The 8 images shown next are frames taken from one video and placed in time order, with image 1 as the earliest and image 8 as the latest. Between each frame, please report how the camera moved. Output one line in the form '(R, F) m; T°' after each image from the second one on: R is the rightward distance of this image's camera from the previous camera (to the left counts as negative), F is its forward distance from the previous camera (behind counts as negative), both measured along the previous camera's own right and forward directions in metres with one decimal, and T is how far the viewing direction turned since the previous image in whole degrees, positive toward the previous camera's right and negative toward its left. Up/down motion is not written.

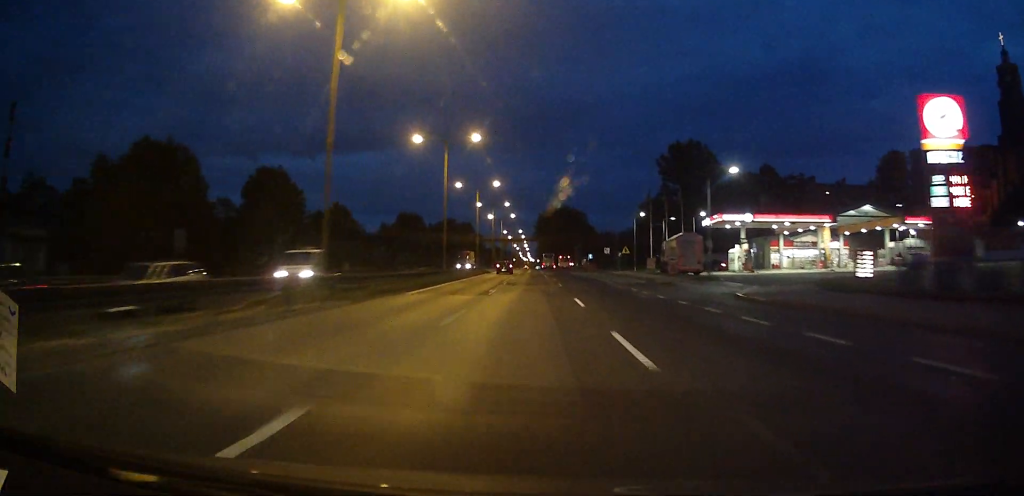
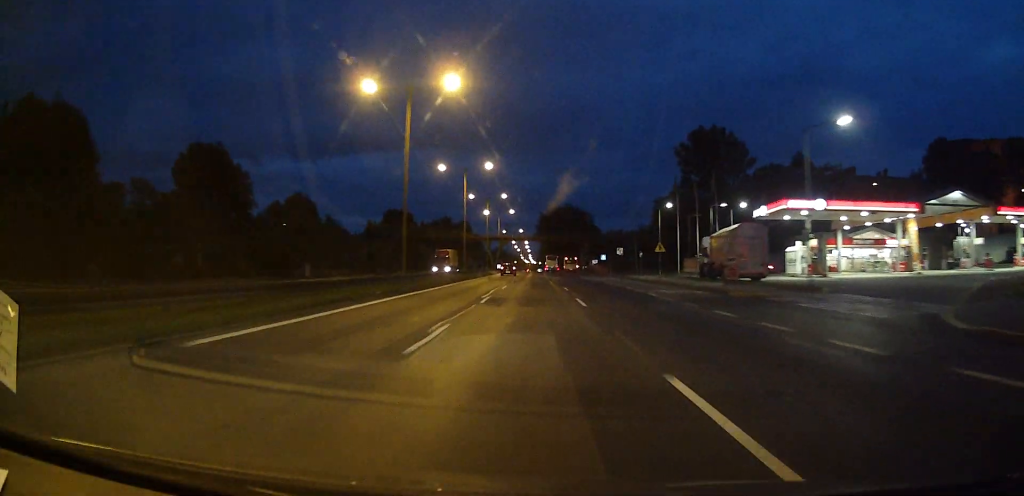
(+0.1, +16.7) m; 0°
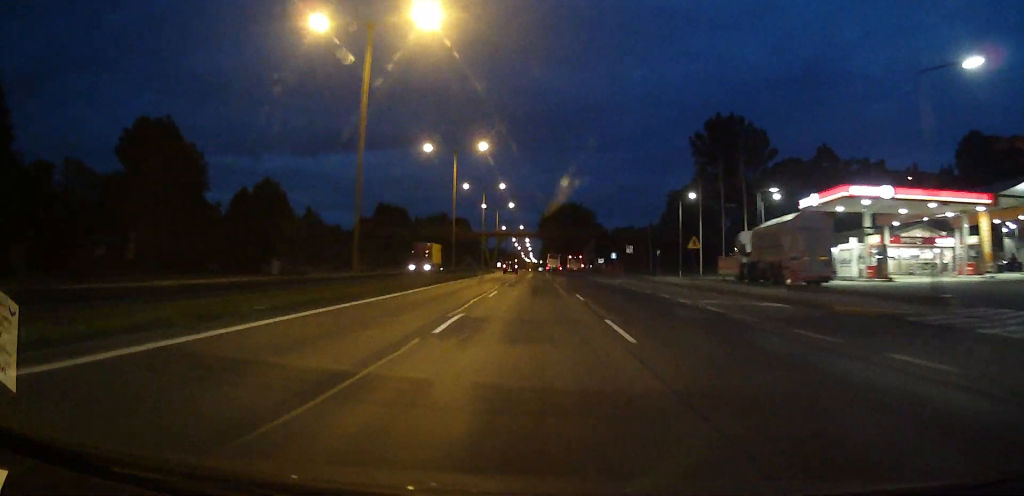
(+0.1, +9.9) m; 0°
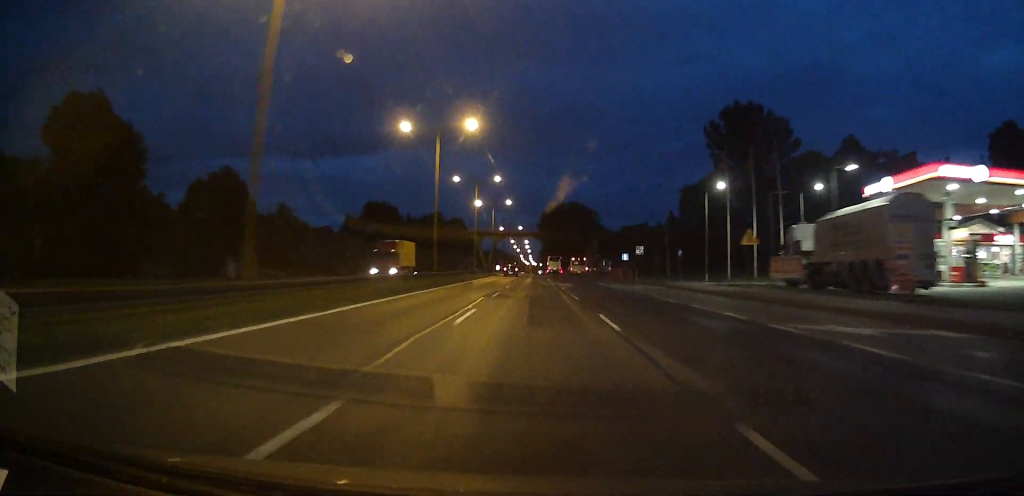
(0.0, +9.9) m; 0°
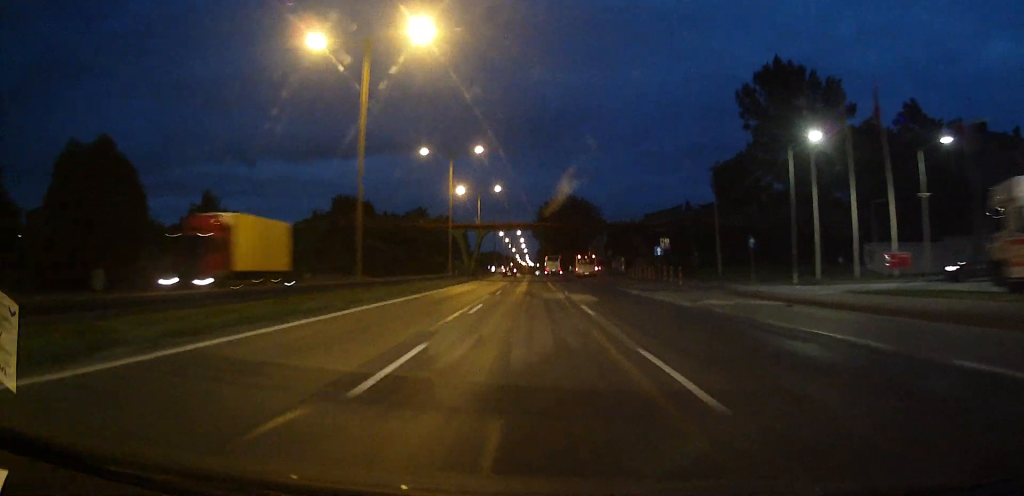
(-0.2, +19.1) m; -1°
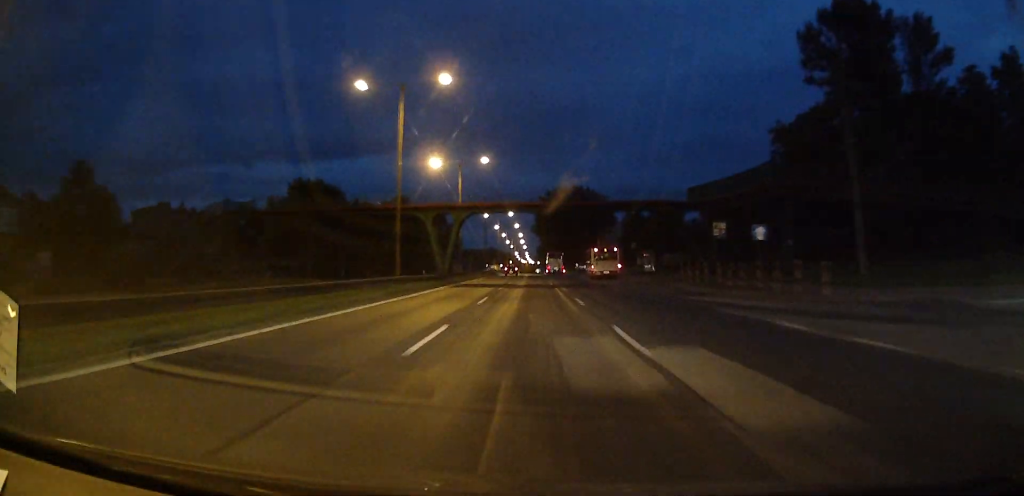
(0.0, +20.8) m; -1°
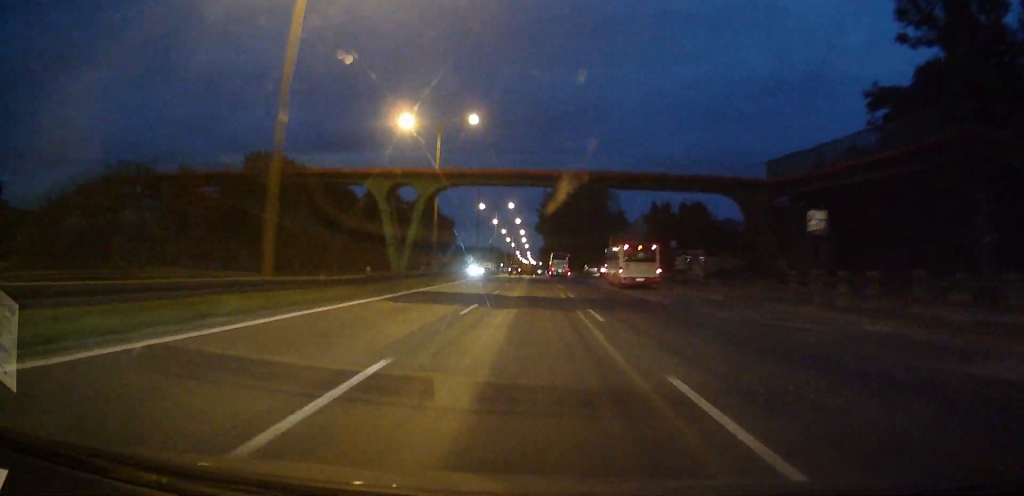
(-0.2, +17.1) m; 0°
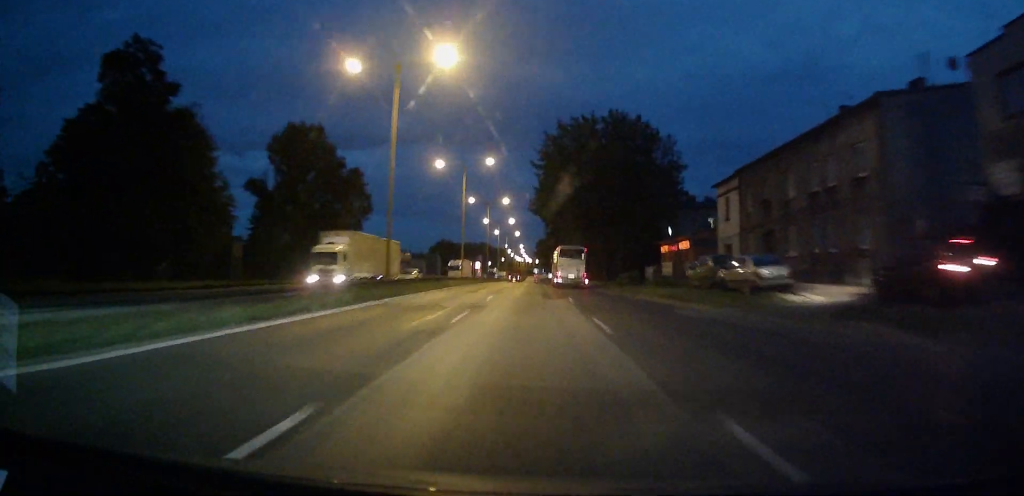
(+0.9, +74.9) m; +1°
